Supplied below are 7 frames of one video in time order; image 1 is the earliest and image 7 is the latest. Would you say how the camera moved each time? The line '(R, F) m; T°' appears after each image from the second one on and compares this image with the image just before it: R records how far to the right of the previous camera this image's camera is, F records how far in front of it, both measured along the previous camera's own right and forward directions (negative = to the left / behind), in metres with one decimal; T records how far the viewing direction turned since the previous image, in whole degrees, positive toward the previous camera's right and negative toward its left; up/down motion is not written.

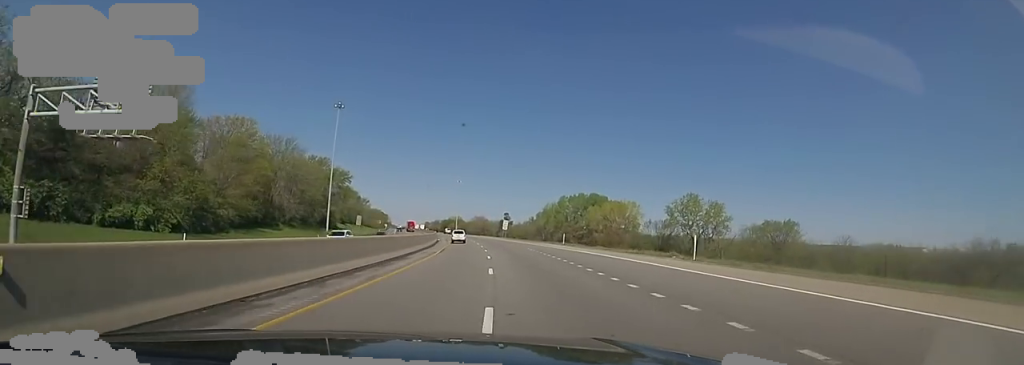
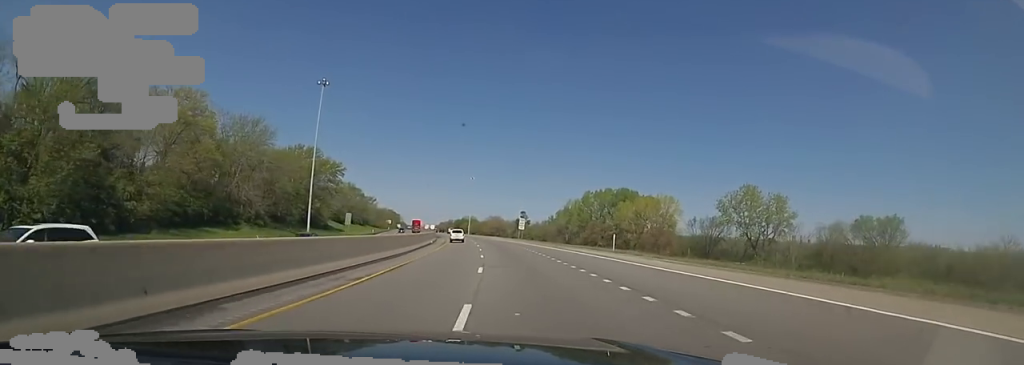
(+0.9, +19.3) m; -1°
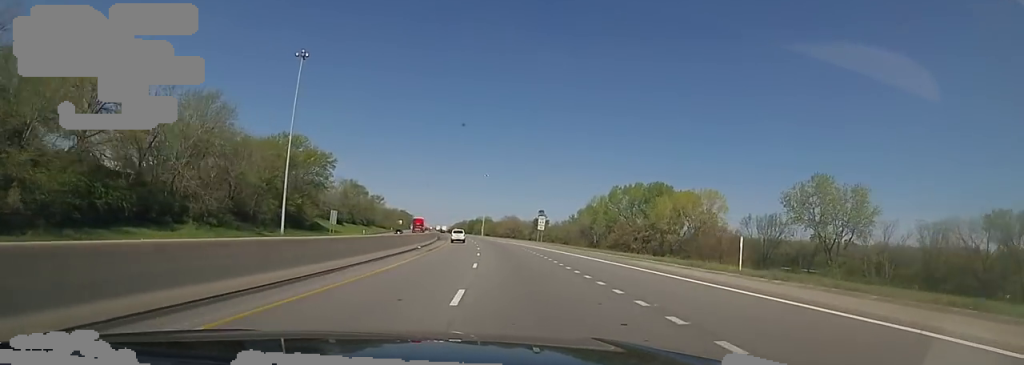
(-0.7, +17.3) m; -3°
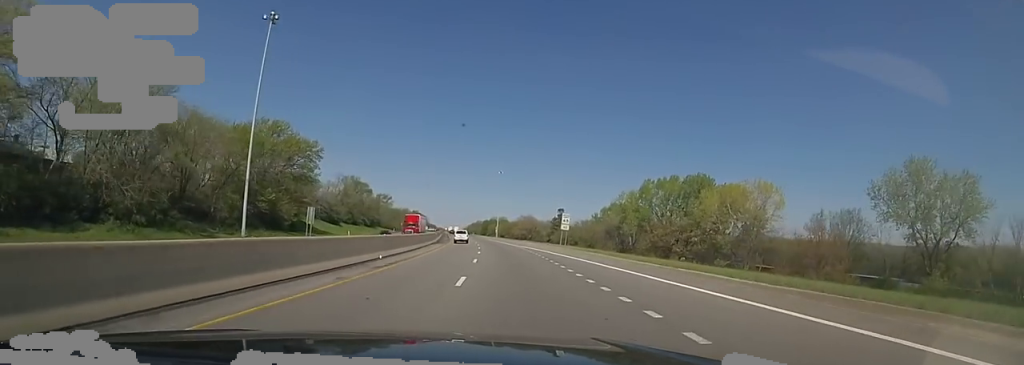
(-0.1, +16.3) m; -3°
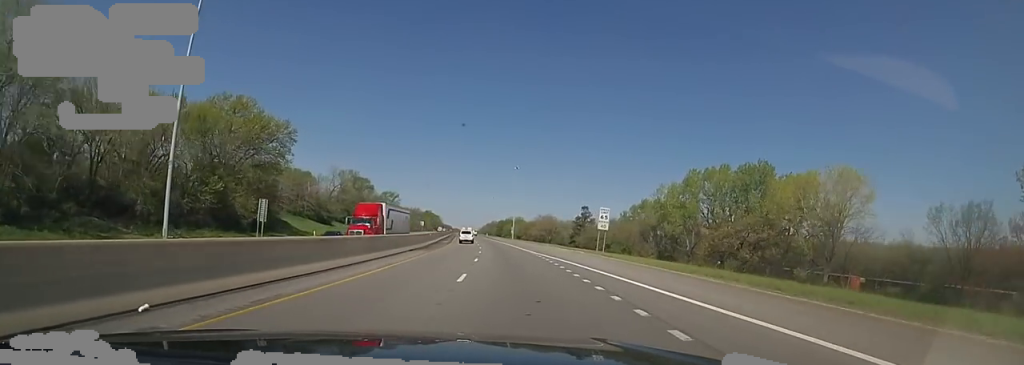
(-1.0, +18.6) m; -3°
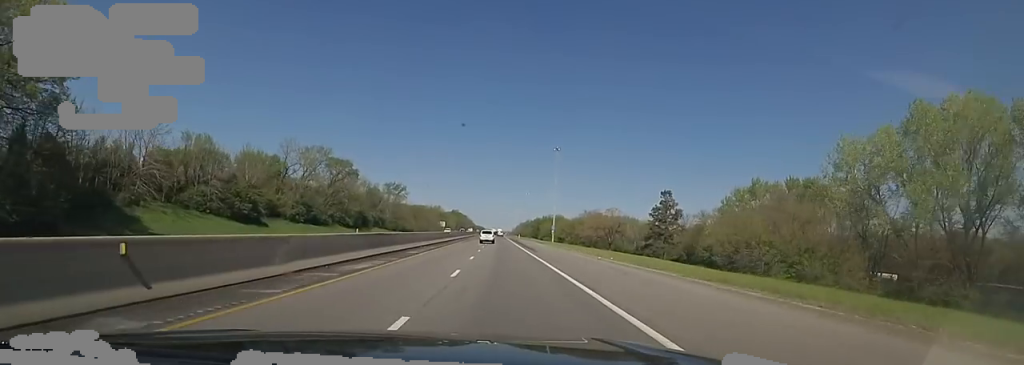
(-3.1, +48.2) m; -3°
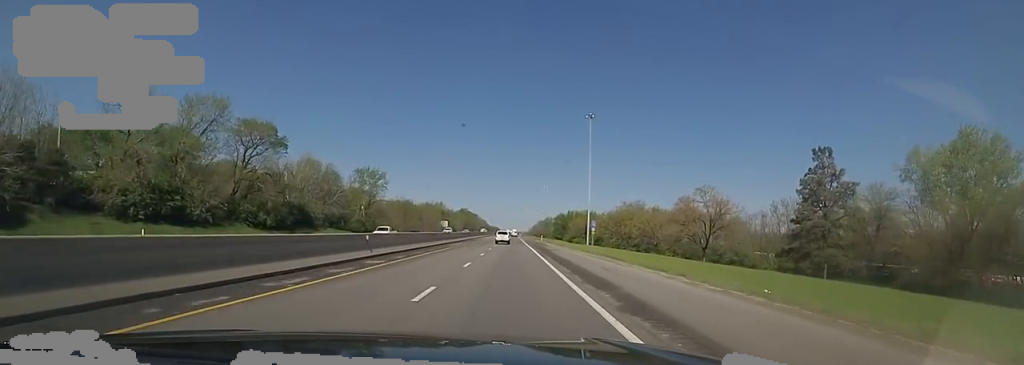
(+0.9, +45.0) m; -1°
